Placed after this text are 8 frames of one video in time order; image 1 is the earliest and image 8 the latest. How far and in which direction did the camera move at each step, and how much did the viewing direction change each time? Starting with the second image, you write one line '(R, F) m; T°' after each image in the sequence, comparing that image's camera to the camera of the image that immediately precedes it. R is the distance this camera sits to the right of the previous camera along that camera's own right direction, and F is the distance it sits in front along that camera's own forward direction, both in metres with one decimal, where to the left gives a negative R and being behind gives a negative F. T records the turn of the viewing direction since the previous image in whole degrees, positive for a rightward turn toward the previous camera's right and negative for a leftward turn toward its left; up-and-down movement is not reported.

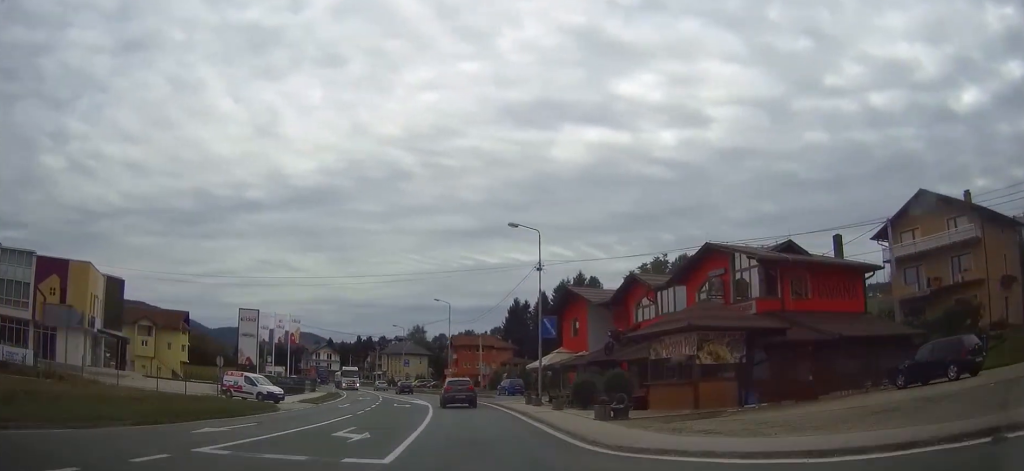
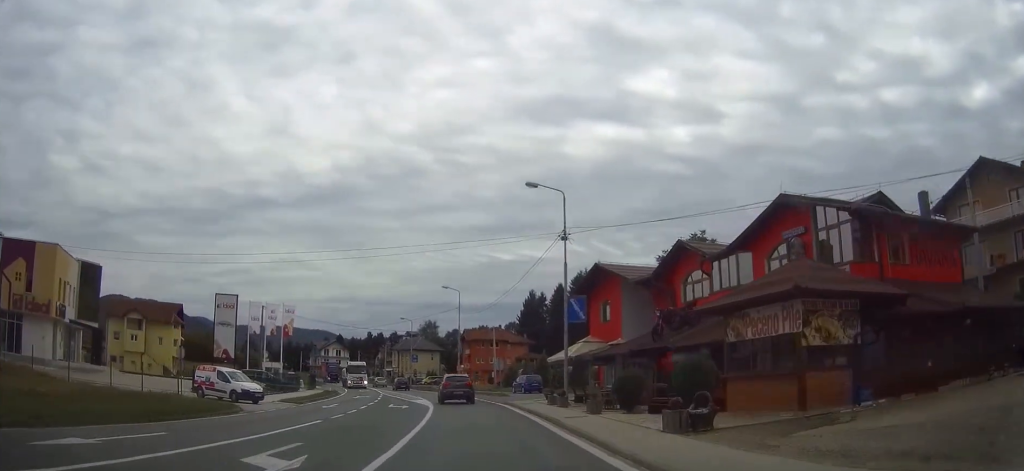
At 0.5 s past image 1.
(-0.1, +7.2) m; -2°
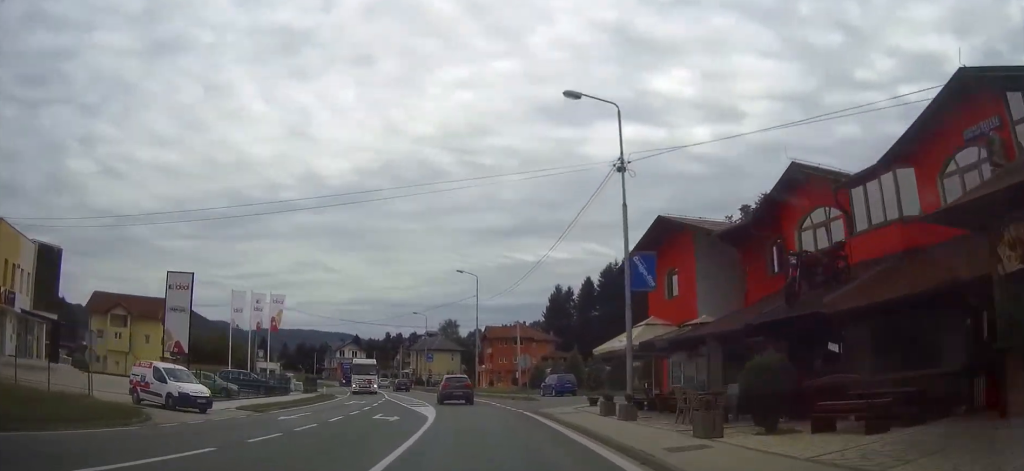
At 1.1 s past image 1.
(-0.2, +10.1) m; -2°
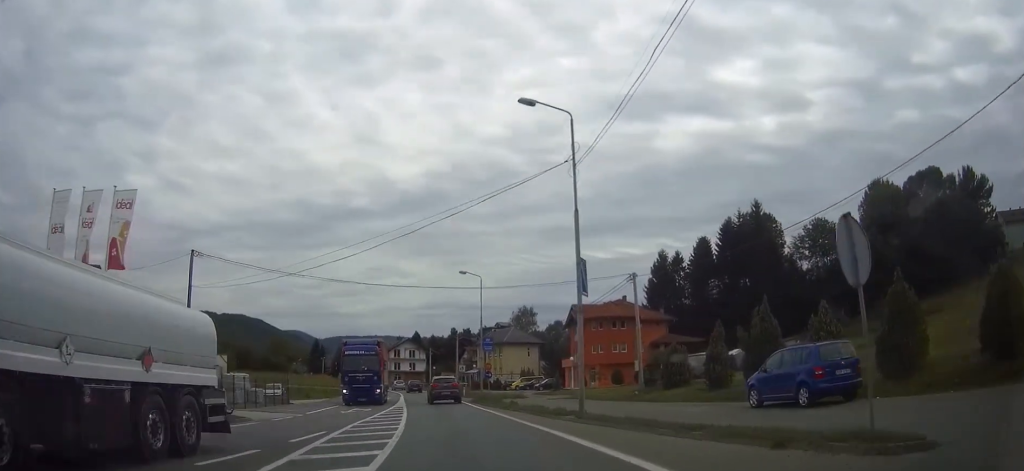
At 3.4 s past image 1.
(-2.0, +33.6) m; -7°
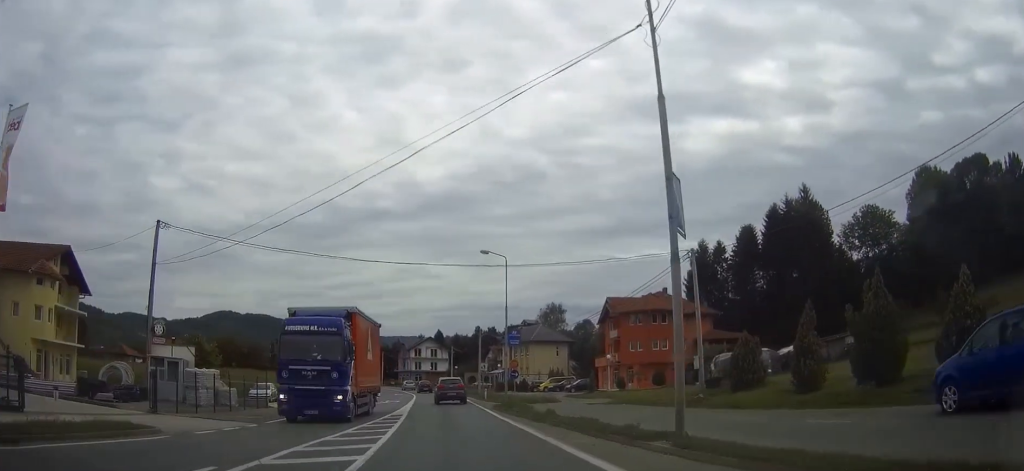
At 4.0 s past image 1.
(-0.2, +8.8) m; -2°
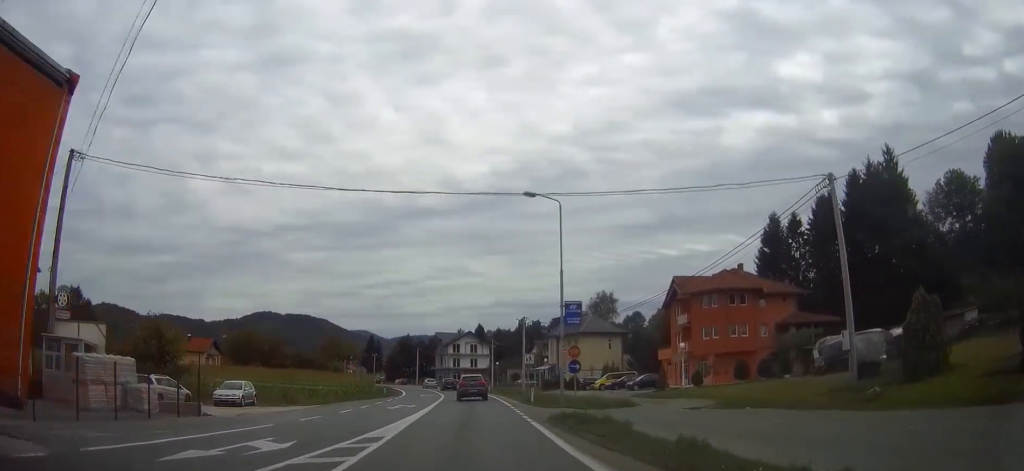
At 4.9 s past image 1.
(-0.4, +13.2) m; -3°
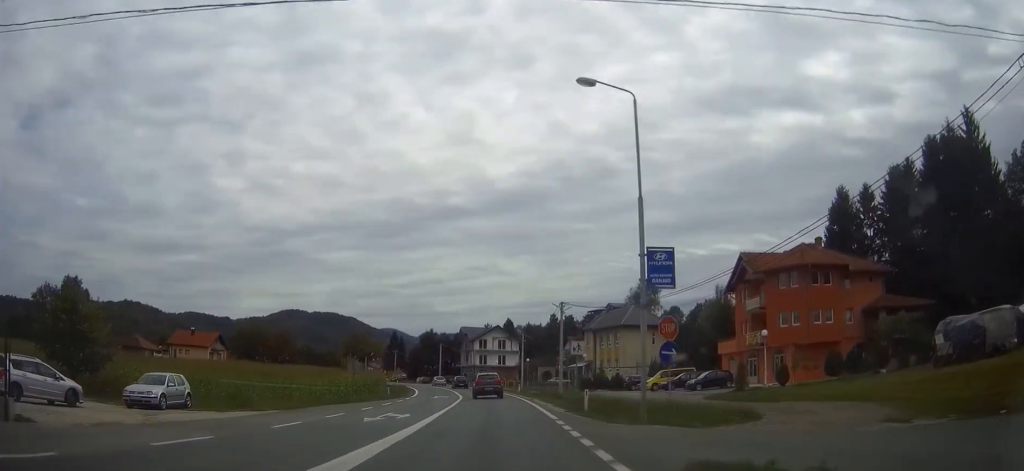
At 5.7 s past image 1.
(-0.3, +12.3) m; -2°
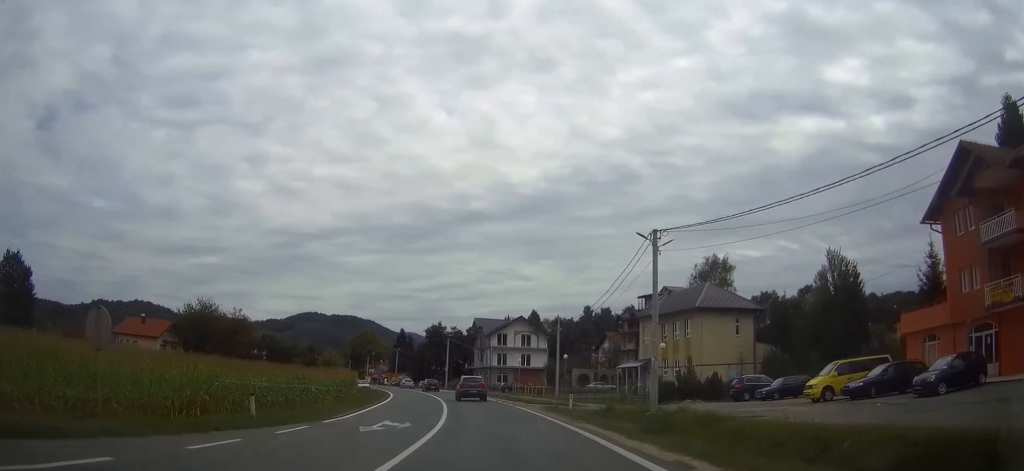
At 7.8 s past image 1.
(-0.9, +30.1) m; -2°
